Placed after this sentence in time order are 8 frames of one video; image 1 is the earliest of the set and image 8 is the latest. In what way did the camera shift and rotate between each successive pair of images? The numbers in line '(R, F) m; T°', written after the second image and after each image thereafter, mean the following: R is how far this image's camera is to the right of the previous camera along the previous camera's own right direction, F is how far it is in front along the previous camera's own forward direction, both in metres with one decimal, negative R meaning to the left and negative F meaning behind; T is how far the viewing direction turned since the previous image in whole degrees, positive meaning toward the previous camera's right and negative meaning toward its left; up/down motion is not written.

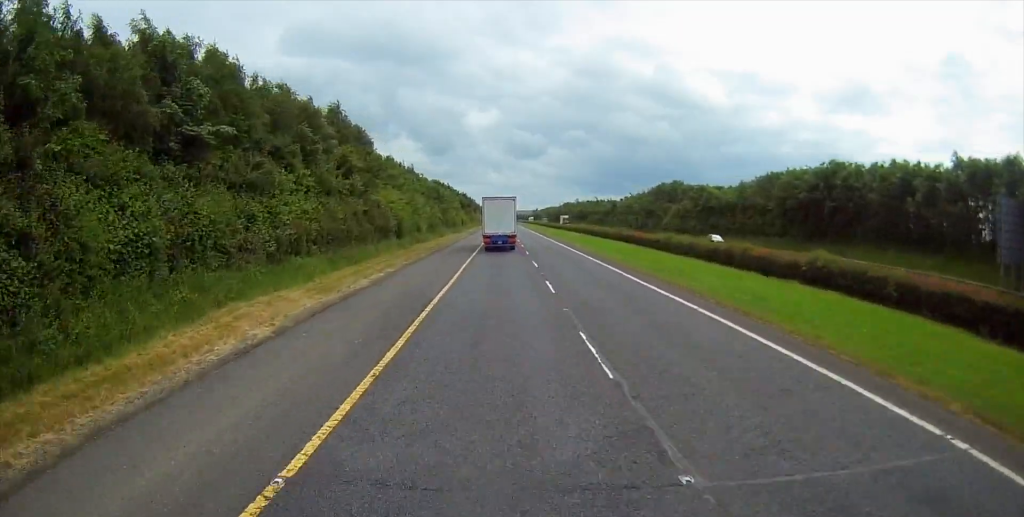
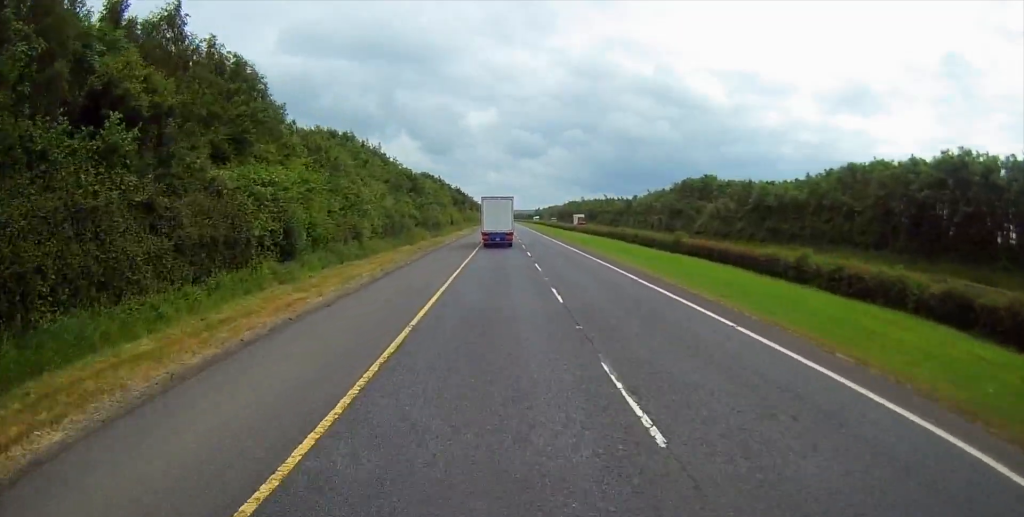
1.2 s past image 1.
(+0.1, +27.1) m; 0°
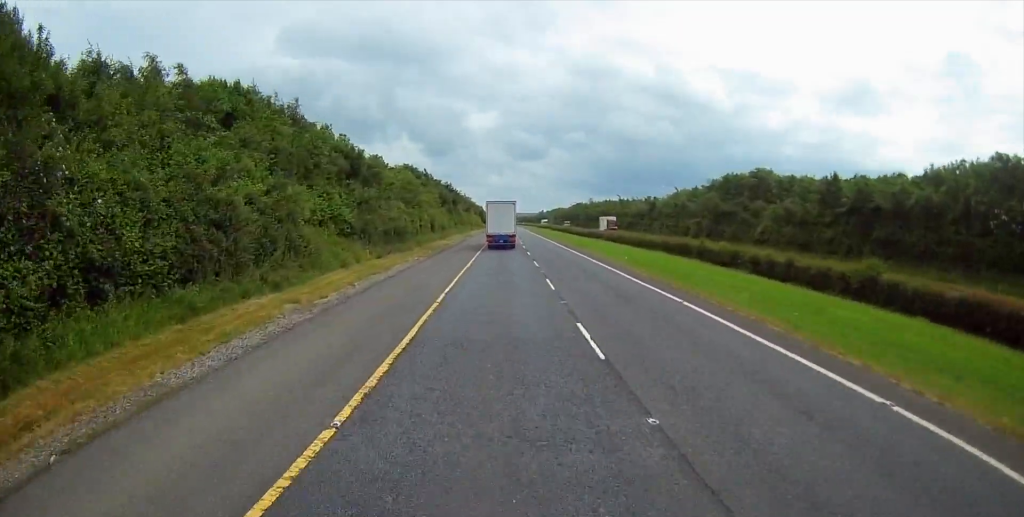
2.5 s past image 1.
(0.0, +31.2) m; 0°
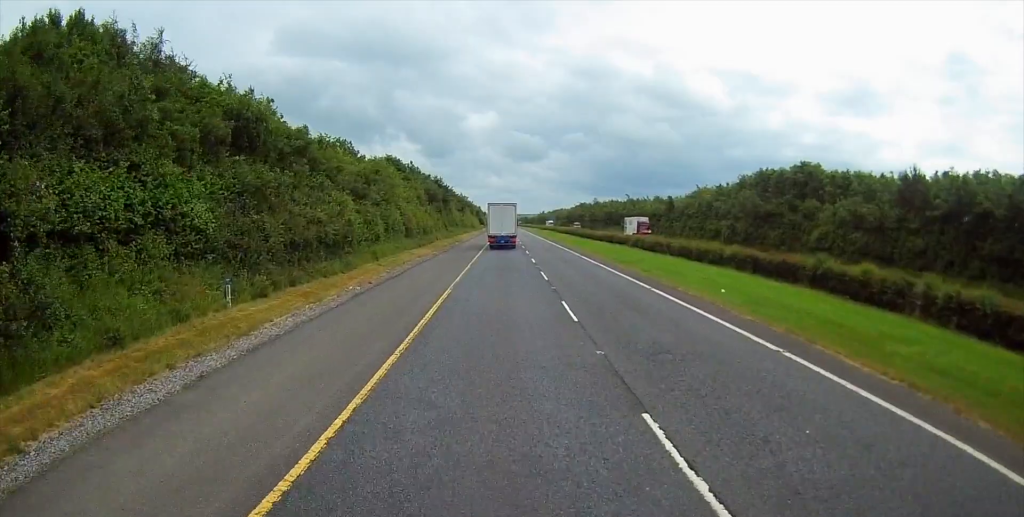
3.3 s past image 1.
(0.0, +19.4) m; 0°
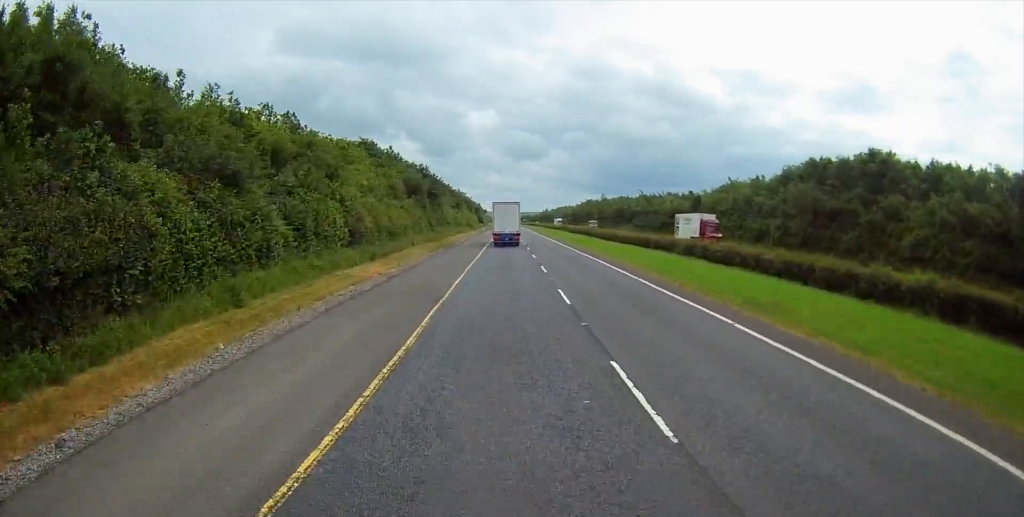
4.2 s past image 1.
(0.0, +20.9) m; -1°
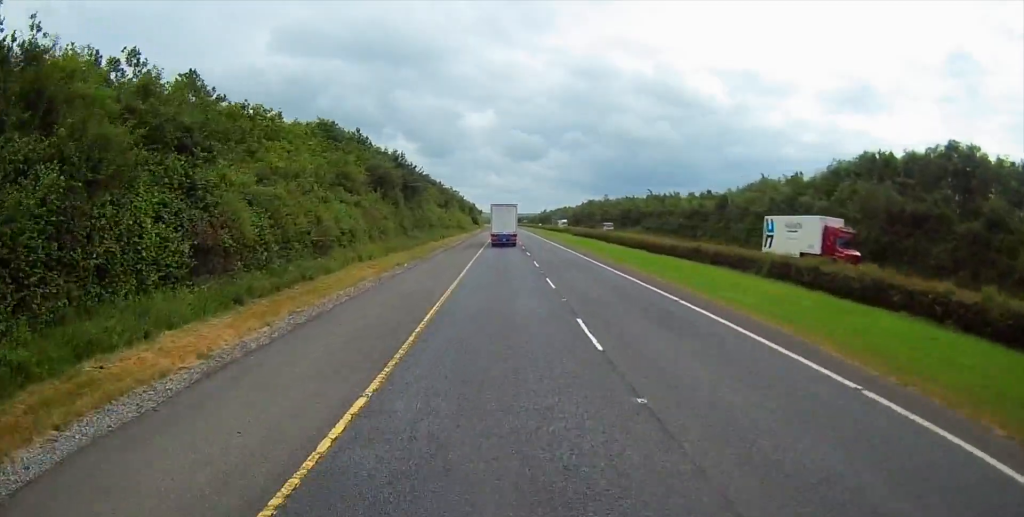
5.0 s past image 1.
(-0.2, +18.7) m; +1°
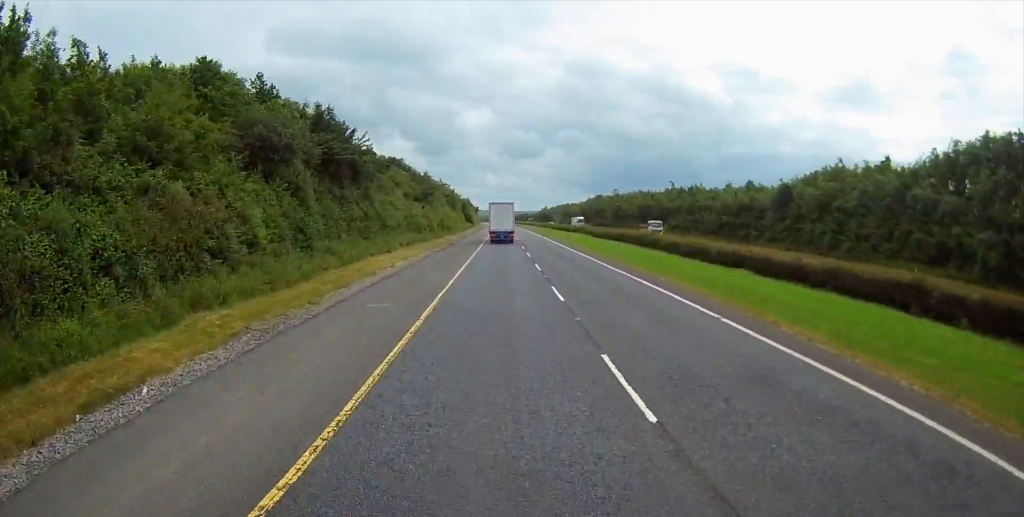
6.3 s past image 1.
(+0.5, +28.8) m; 0°
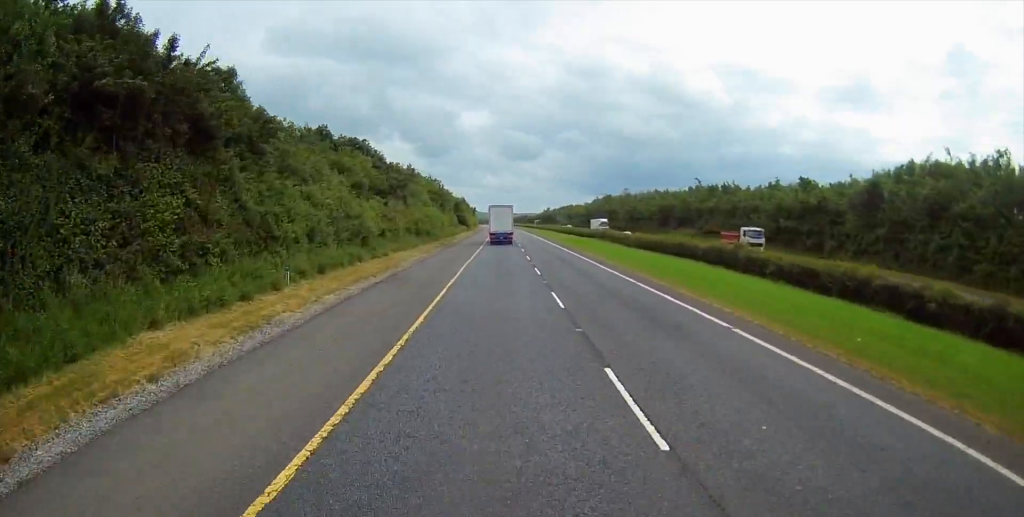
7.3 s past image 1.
(-0.5, +24.9) m; 0°
